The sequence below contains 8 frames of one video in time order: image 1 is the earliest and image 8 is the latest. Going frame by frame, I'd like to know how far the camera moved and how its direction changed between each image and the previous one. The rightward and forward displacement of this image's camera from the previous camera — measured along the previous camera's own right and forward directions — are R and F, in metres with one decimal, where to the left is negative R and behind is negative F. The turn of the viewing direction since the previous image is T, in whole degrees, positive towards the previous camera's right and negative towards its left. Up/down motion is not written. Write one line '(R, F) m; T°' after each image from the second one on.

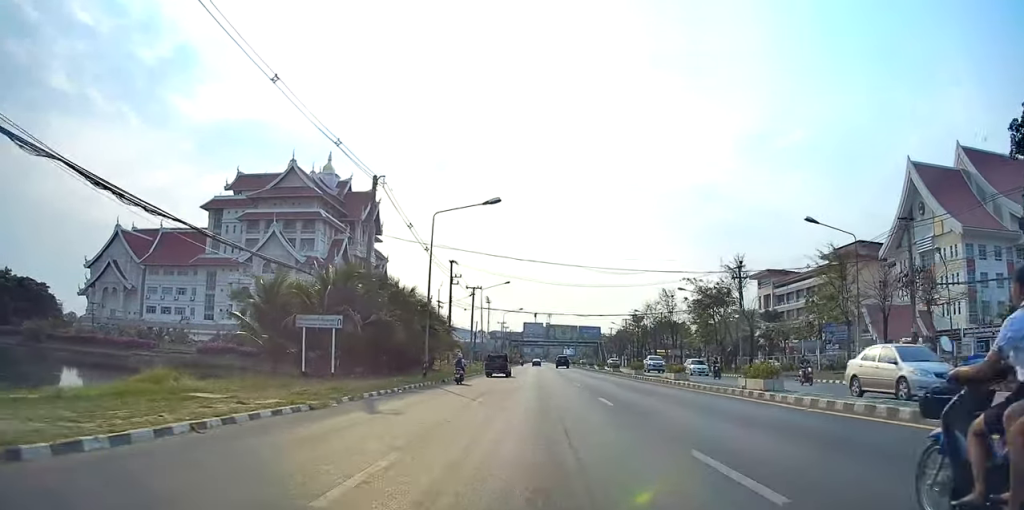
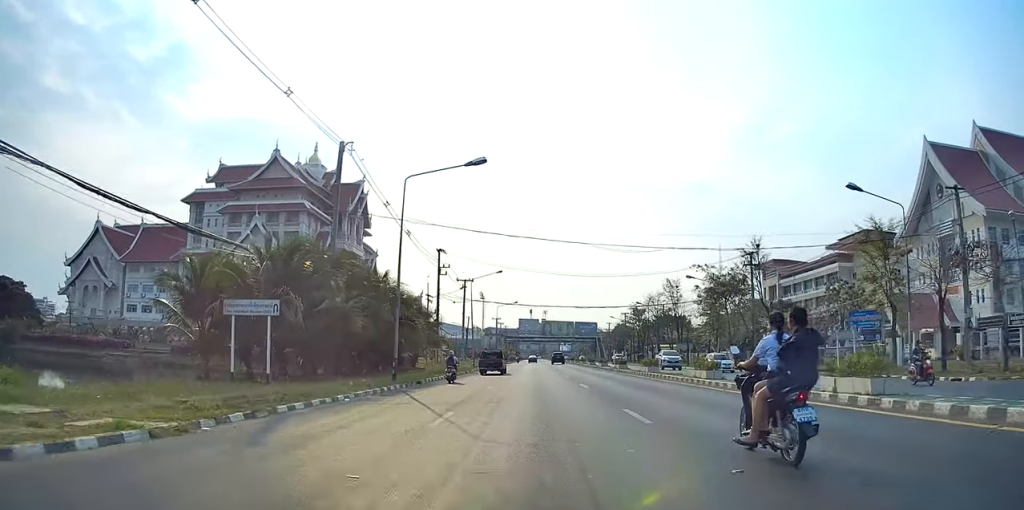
(-0.1, +6.3) m; +1°
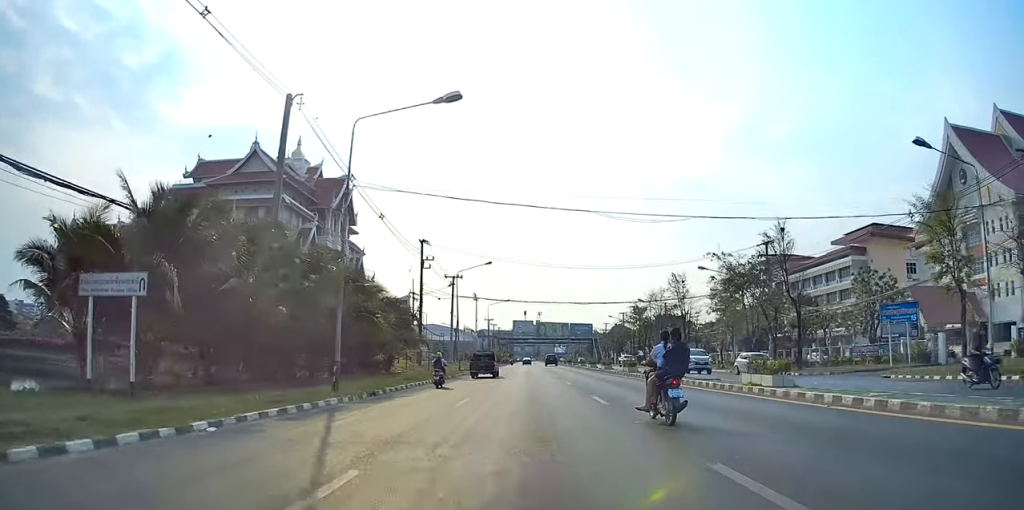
(+0.1, +7.5) m; 0°
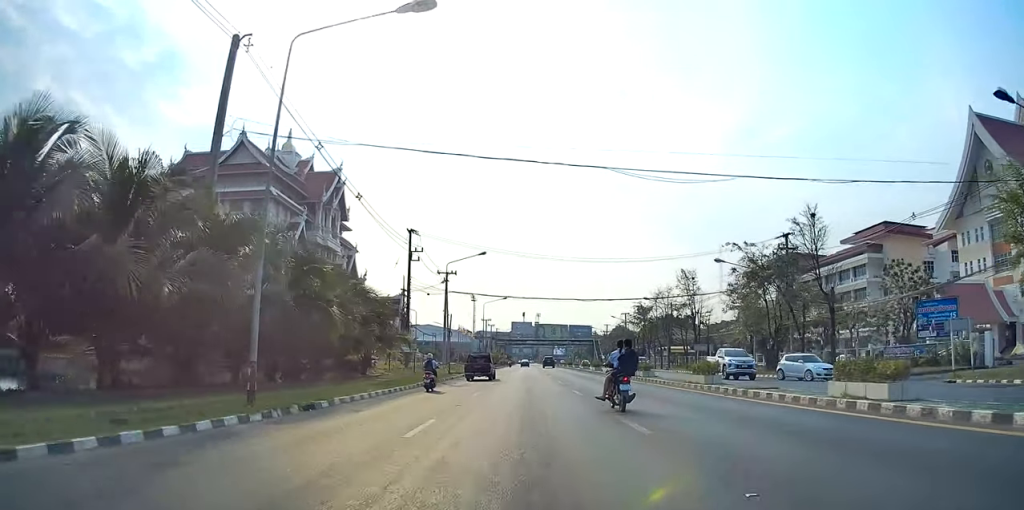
(+0.3, +5.9) m; -1°
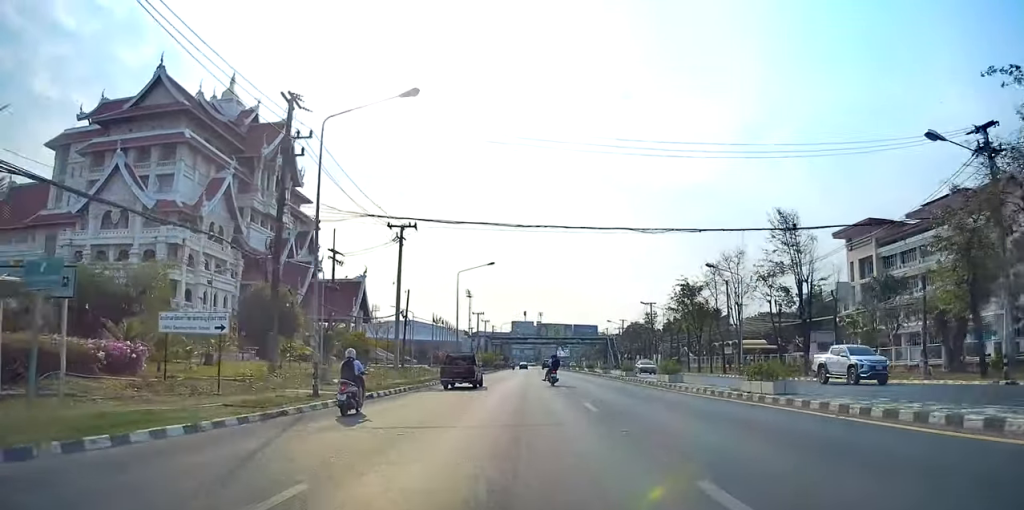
(+0.2, +31.1) m; -1°
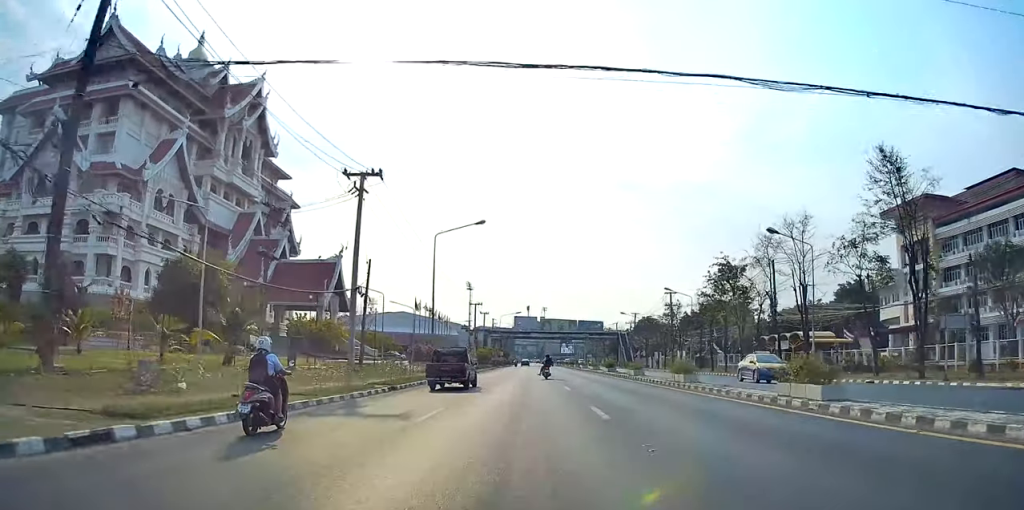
(-1.1, +15.2) m; -2°
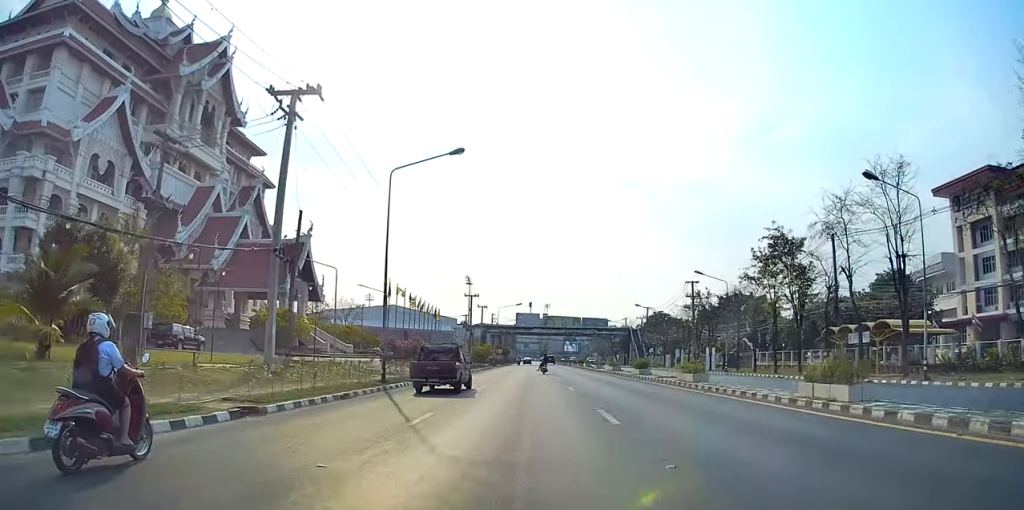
(+0.4, +13.4) m; +1°
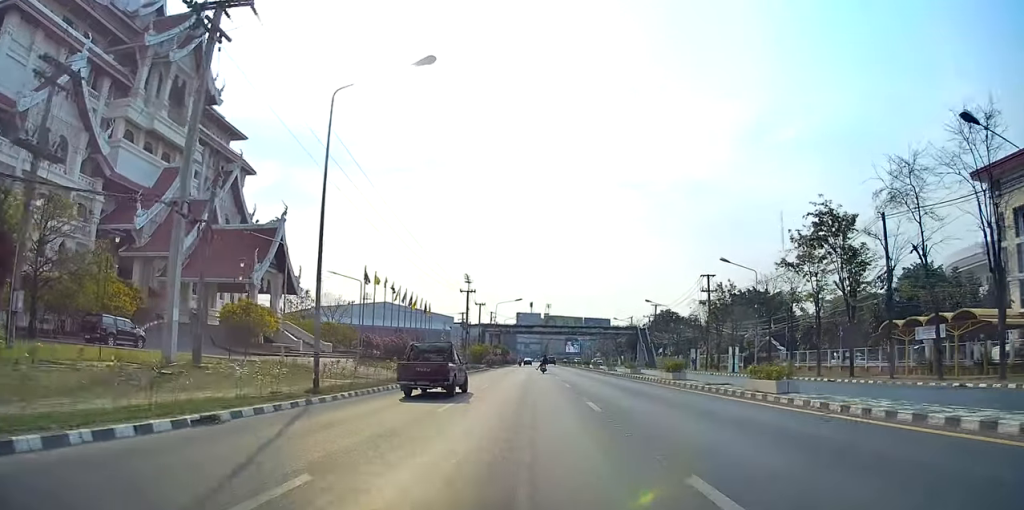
(-0.1, +8.4) m; 0°
